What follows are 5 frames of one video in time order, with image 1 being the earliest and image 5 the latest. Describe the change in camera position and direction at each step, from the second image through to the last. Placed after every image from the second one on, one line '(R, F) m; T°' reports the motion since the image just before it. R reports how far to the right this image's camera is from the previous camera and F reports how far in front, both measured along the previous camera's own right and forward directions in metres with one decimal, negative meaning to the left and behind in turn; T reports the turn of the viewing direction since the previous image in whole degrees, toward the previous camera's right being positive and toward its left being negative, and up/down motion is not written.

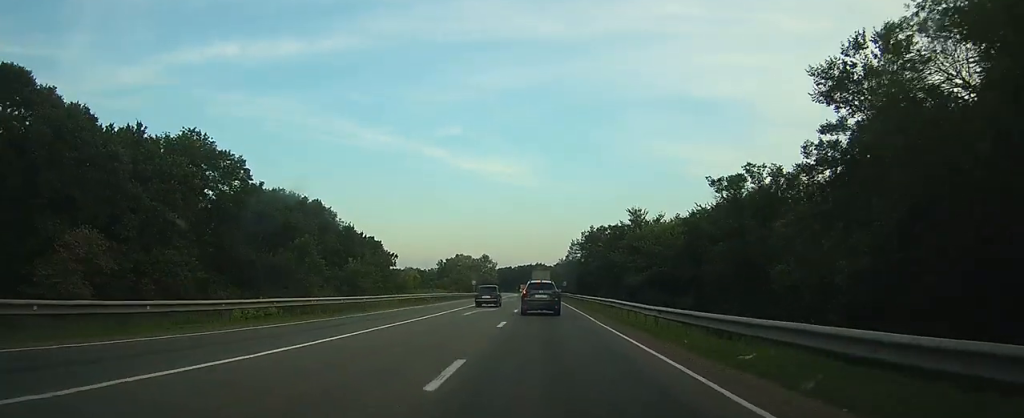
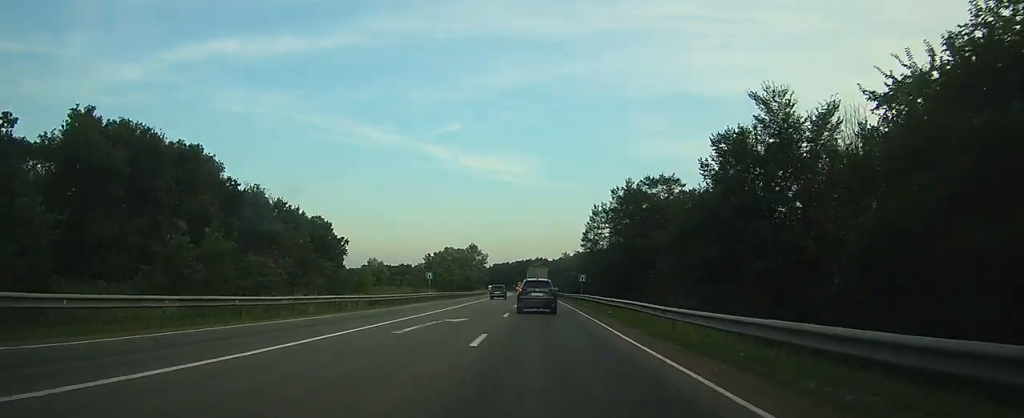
(+1.7, +43.2) m; +3°
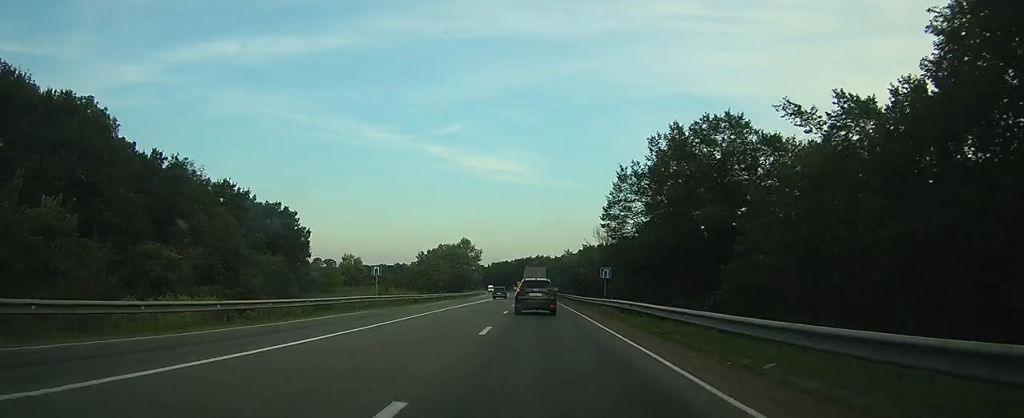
(-0.2, +20.9) m; -2°
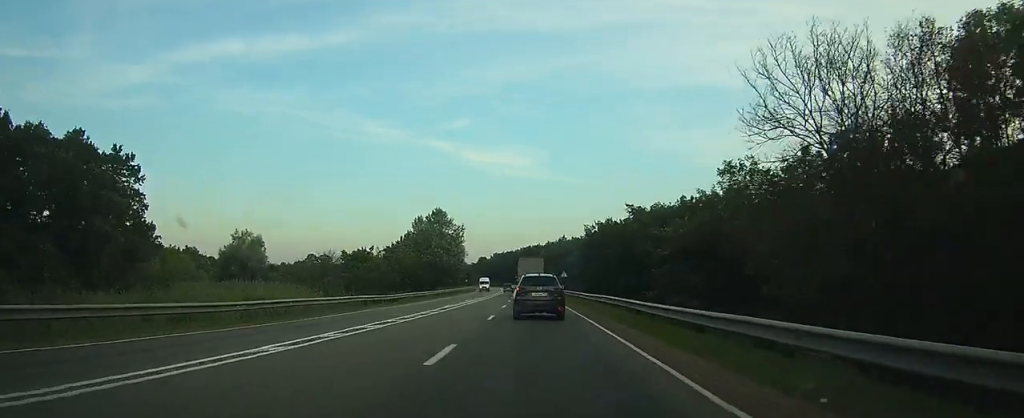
(-1.2, +53.7) m; -2°
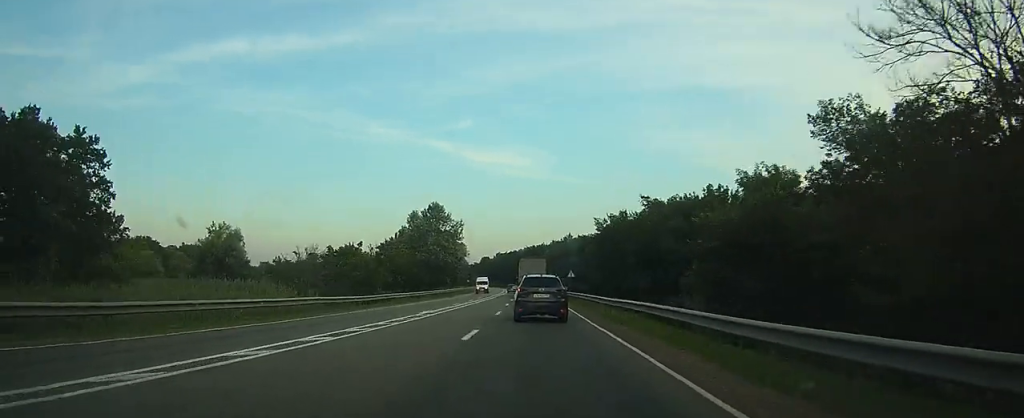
(0.0, +7.7) m; 0°
